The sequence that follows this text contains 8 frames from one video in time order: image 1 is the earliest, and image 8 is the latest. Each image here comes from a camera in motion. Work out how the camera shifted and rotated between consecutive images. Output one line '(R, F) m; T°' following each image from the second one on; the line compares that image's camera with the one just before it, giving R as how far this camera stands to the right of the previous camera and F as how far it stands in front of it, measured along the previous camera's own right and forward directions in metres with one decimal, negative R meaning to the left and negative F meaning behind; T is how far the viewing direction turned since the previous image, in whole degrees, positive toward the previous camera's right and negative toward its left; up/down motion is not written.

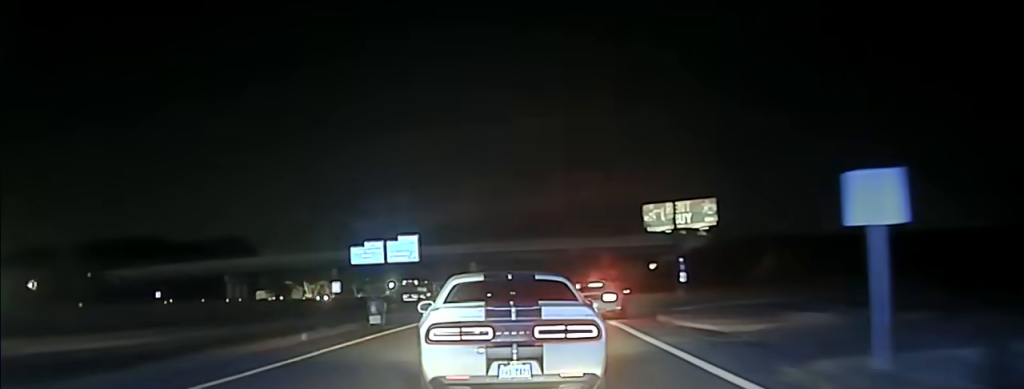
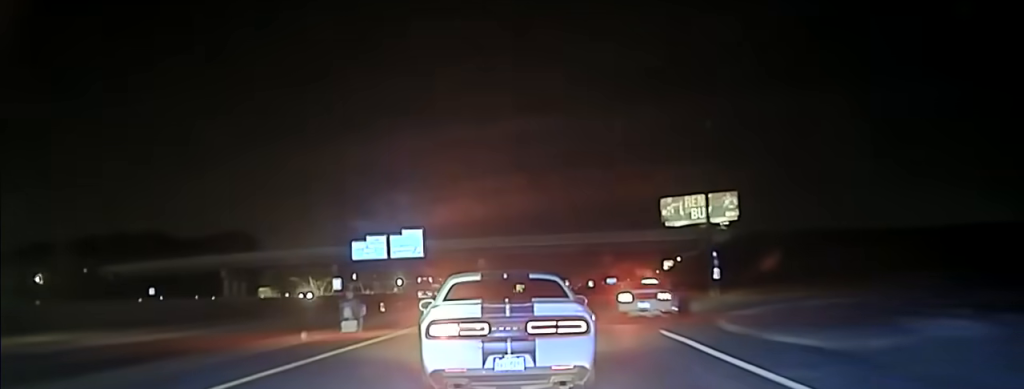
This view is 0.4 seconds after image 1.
(+0.2, +10.5) m; -1°
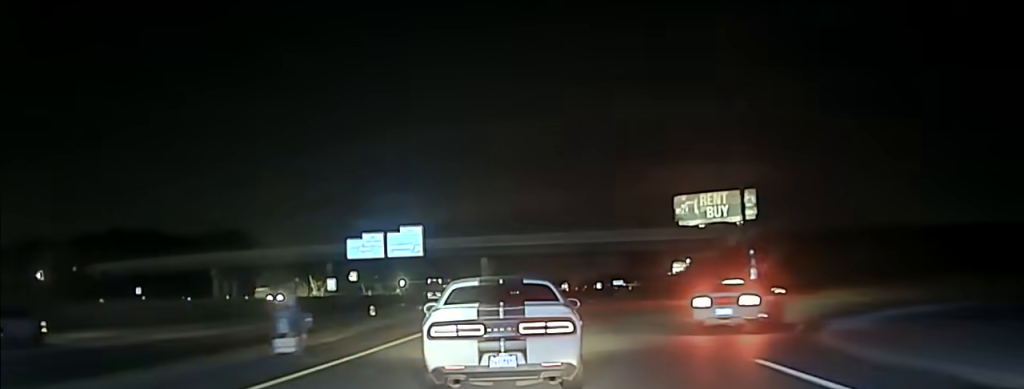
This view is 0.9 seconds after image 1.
(-0.3, +10.4) m; 0°
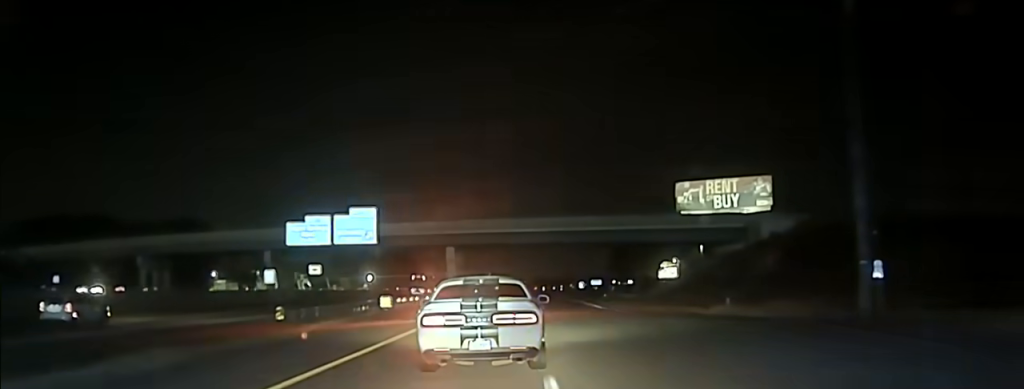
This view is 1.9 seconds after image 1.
(0.0, +24.7) m; +2°
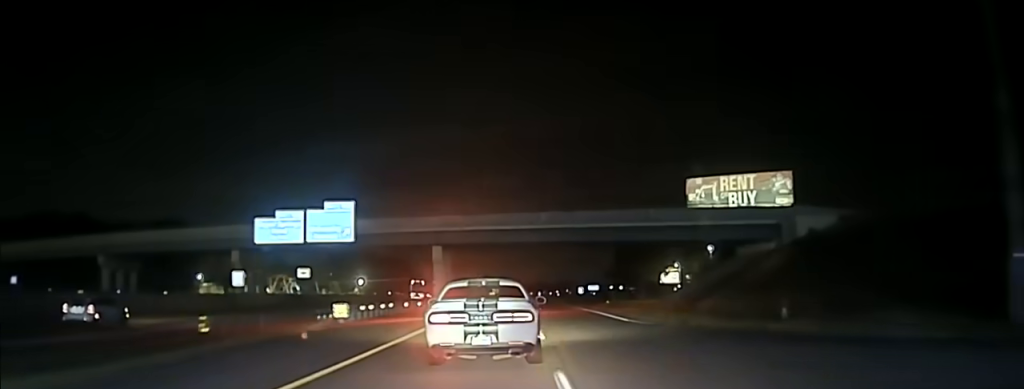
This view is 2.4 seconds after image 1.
(+0.3, +12.9) m; +1°
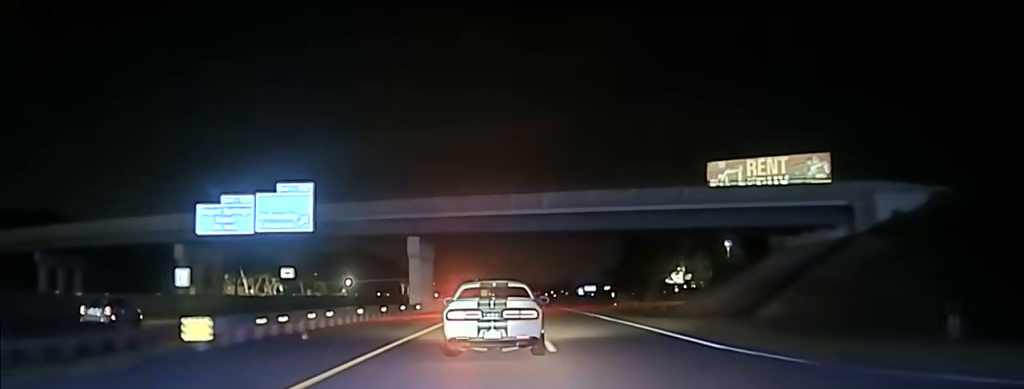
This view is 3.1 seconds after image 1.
(+0.1, +19.7) m; 0°
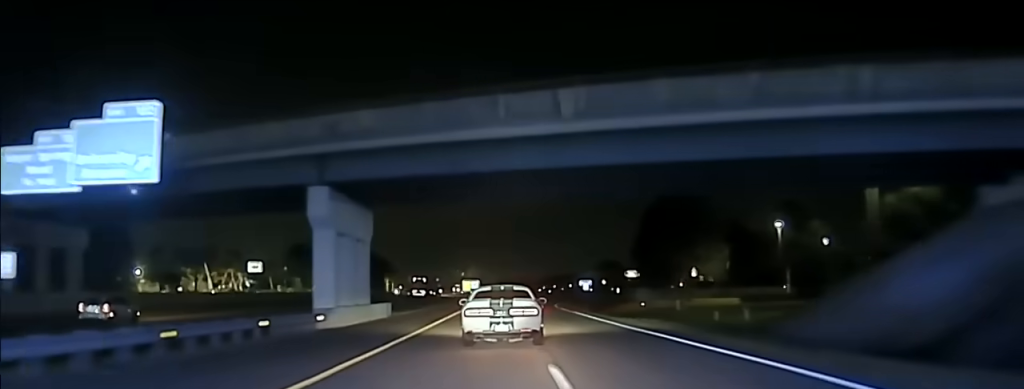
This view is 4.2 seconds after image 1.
(0.0, +31.5) m; 0°
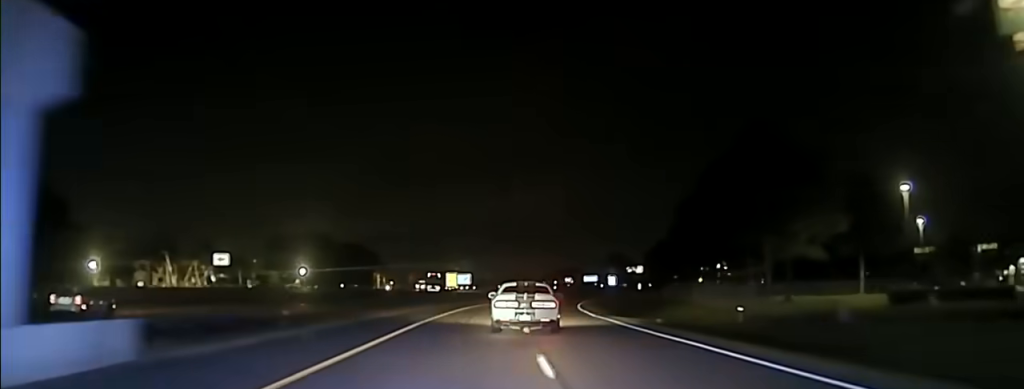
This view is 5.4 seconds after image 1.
(-0.2, +31.9) m; +2°
